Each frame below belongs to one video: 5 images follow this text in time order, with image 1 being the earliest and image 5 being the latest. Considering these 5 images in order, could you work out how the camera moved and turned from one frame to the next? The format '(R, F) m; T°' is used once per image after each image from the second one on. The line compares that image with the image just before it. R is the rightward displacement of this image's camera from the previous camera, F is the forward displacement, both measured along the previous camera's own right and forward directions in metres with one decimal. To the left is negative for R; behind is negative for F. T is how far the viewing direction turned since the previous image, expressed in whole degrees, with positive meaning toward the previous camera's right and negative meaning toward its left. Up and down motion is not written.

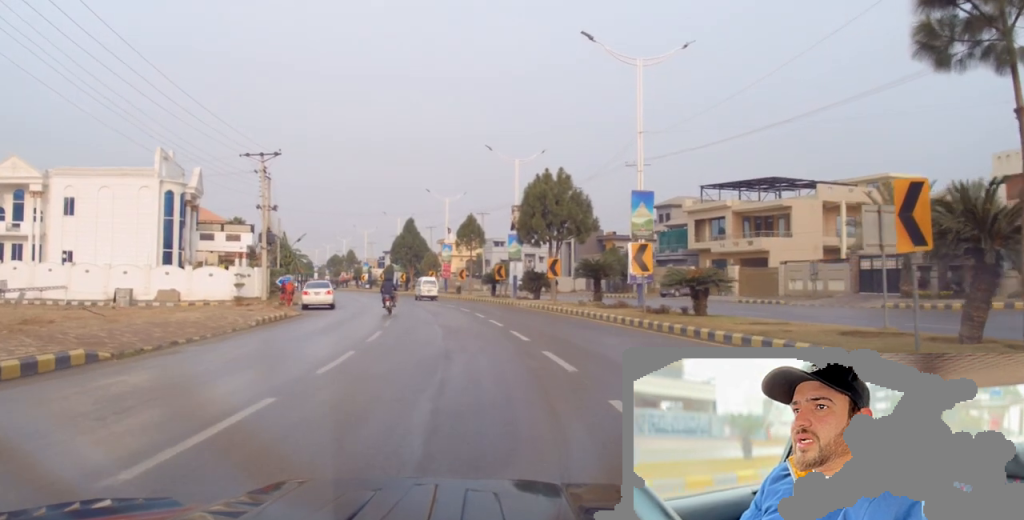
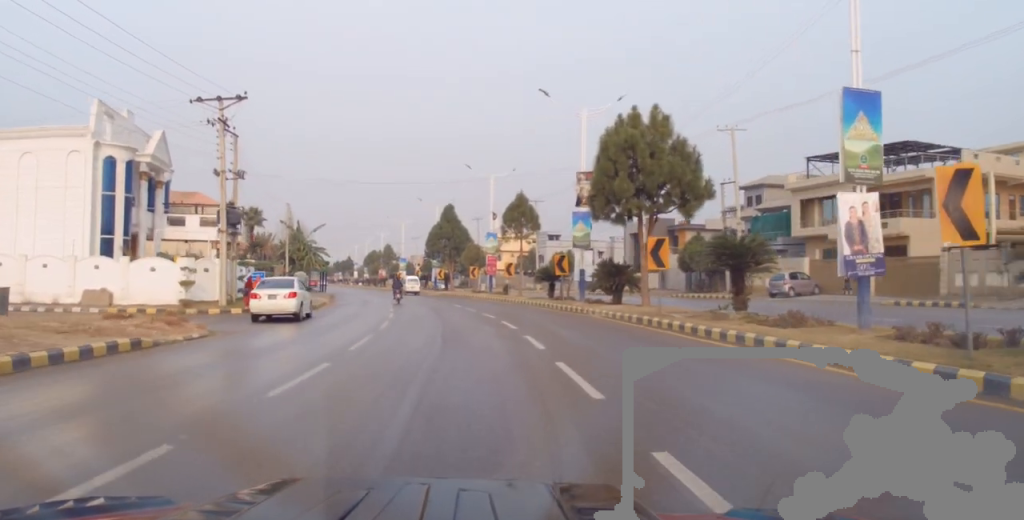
(-0.1, +14.9) m; -3°
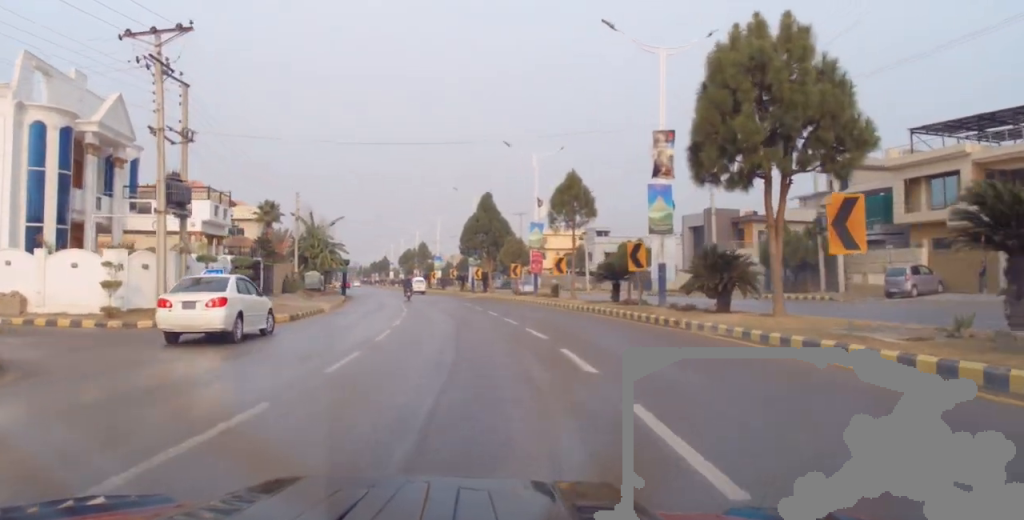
(-0.8, +9.8) m; -5°
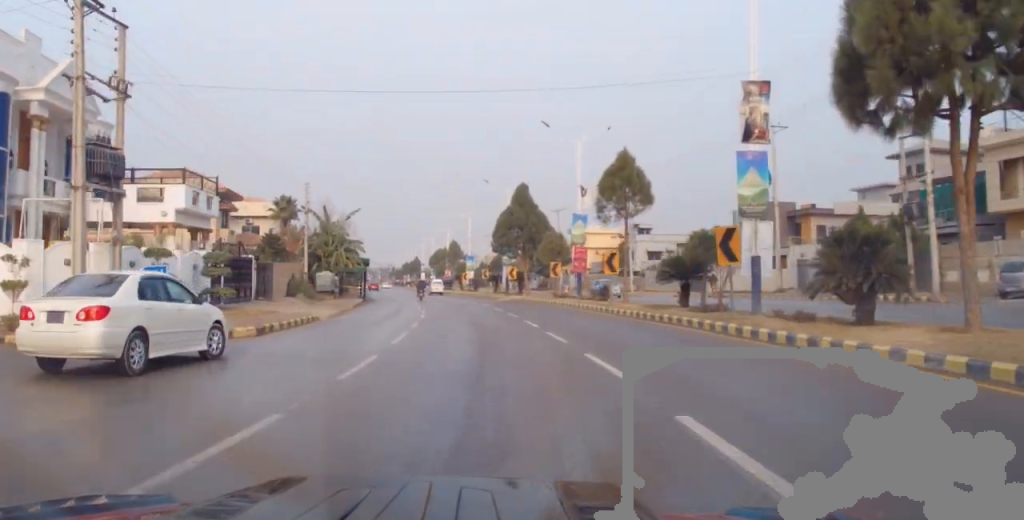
(-0.1, +6.9) m; -2°
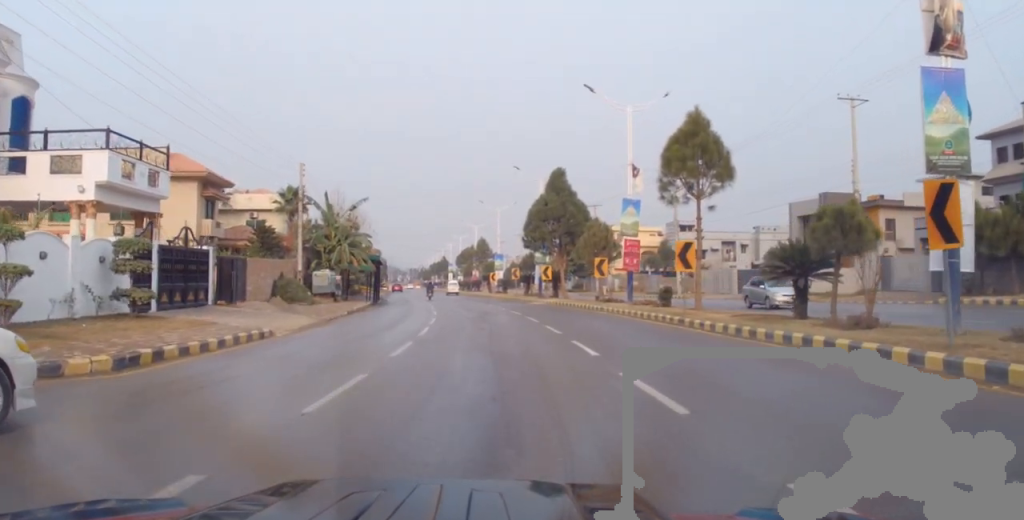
(-0.2, +8.3) m; -1°
